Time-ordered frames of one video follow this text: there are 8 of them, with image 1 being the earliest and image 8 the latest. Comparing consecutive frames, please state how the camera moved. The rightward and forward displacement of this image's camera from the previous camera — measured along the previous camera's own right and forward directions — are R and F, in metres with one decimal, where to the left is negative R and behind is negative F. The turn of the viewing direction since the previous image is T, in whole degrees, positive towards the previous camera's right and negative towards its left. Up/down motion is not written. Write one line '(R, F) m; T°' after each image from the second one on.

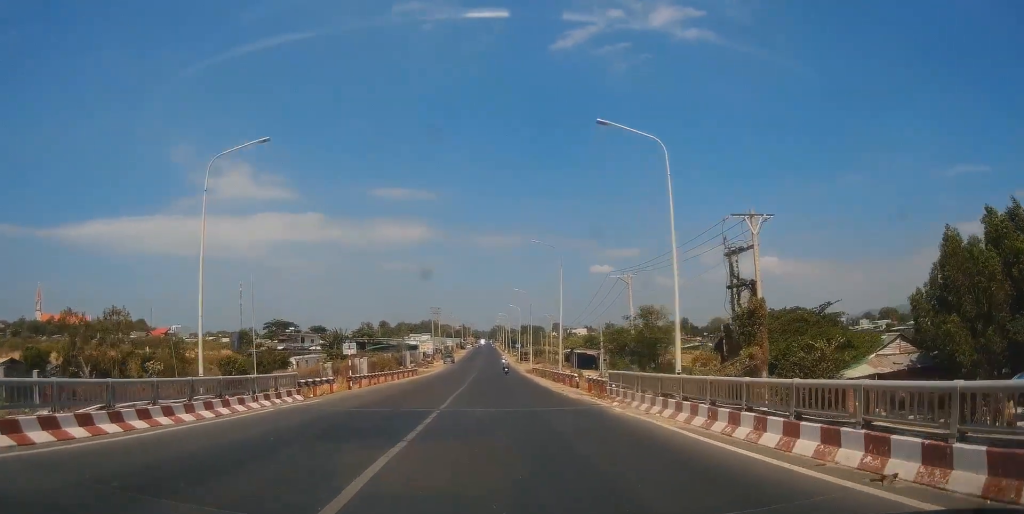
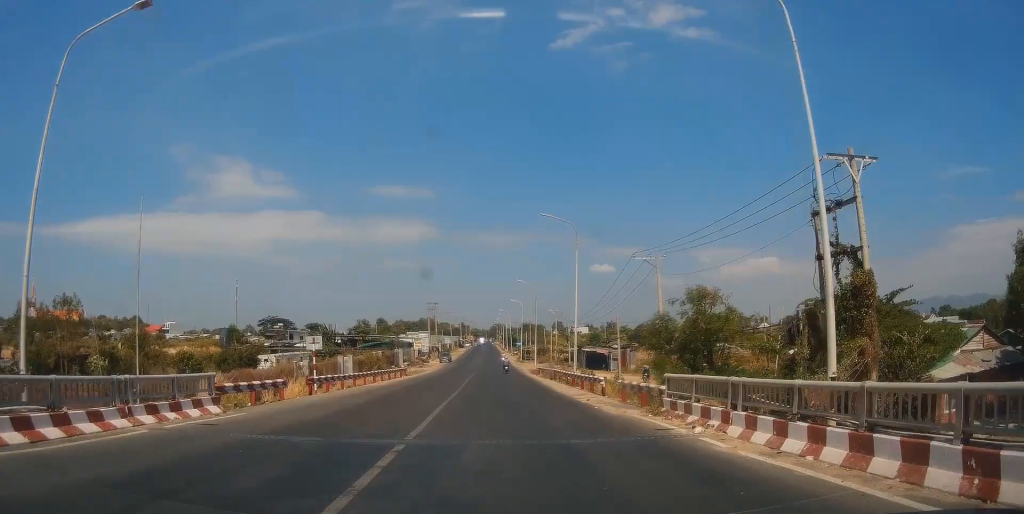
(0.0, +8.0) m; -1°
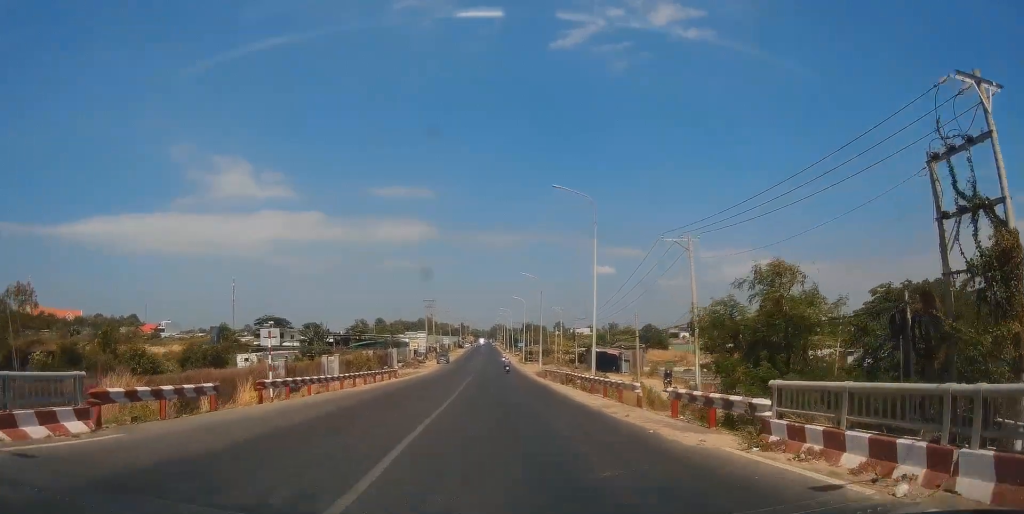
(-0.2, +6.5) m; 0°
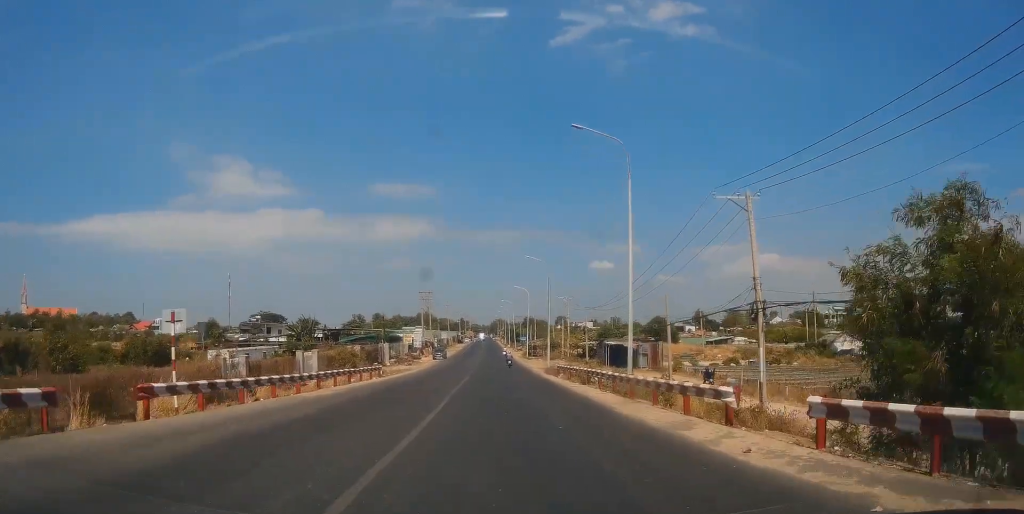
(-0.3, +8.0) m; +1°
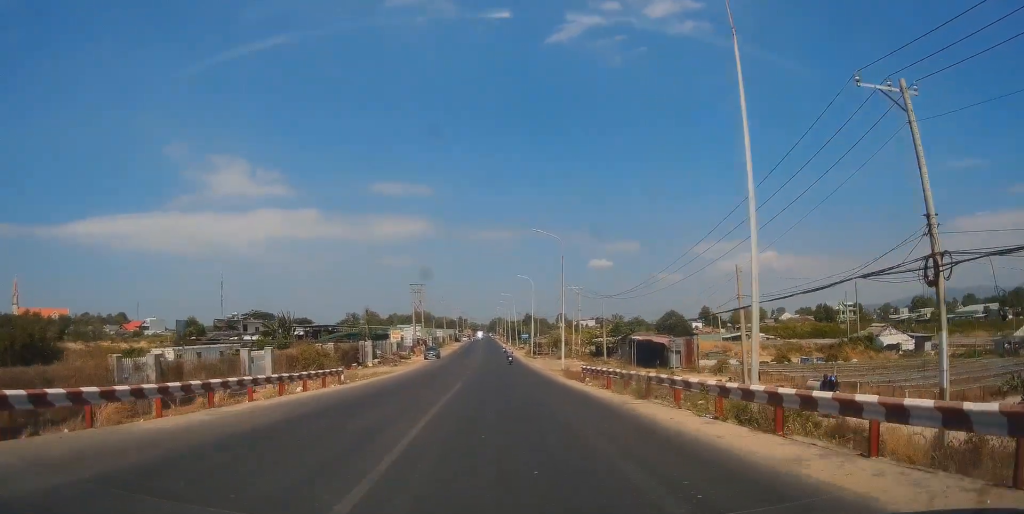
(+0.5, +11.5) m; +1°
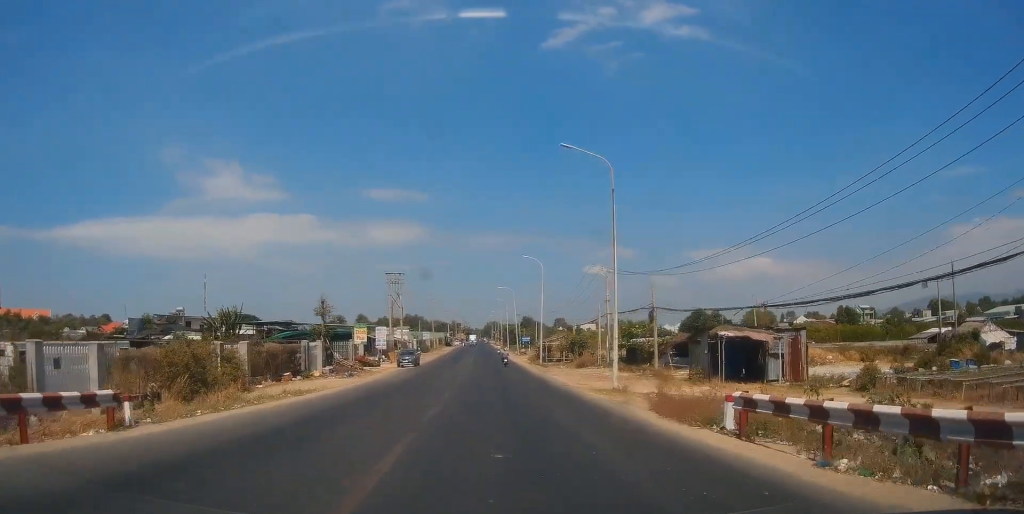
(-0.1, +20.3) m; -1°
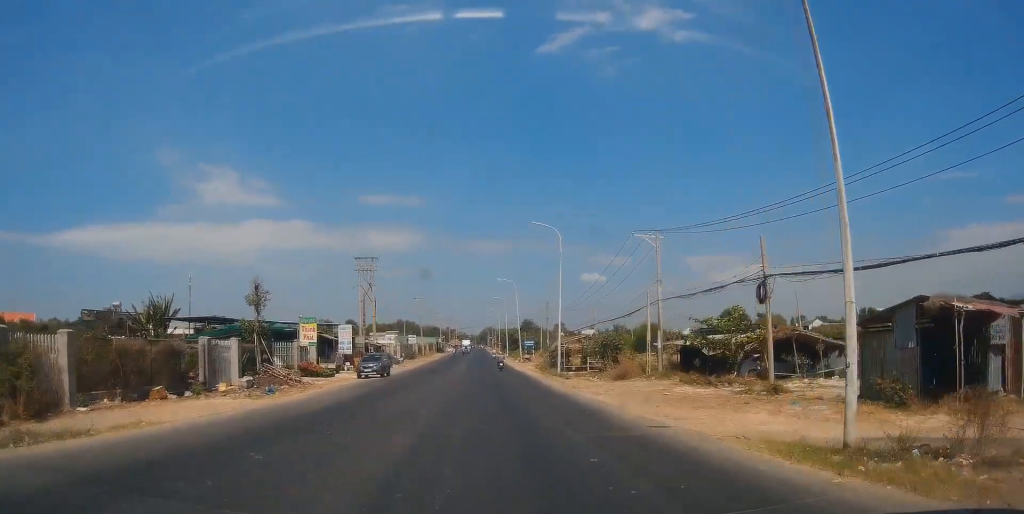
(0.0, +17.9) m; 0°
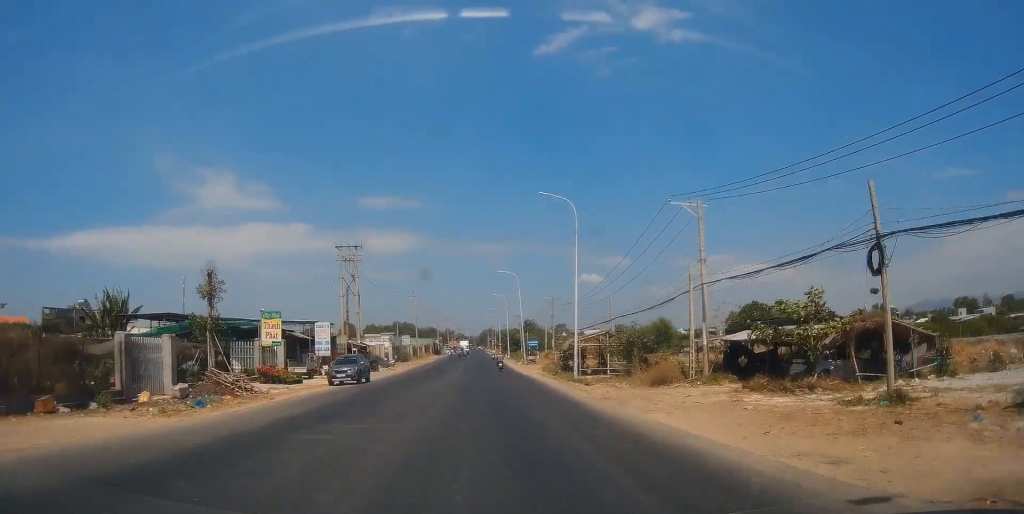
(0.0, +7.7) m; 0°
